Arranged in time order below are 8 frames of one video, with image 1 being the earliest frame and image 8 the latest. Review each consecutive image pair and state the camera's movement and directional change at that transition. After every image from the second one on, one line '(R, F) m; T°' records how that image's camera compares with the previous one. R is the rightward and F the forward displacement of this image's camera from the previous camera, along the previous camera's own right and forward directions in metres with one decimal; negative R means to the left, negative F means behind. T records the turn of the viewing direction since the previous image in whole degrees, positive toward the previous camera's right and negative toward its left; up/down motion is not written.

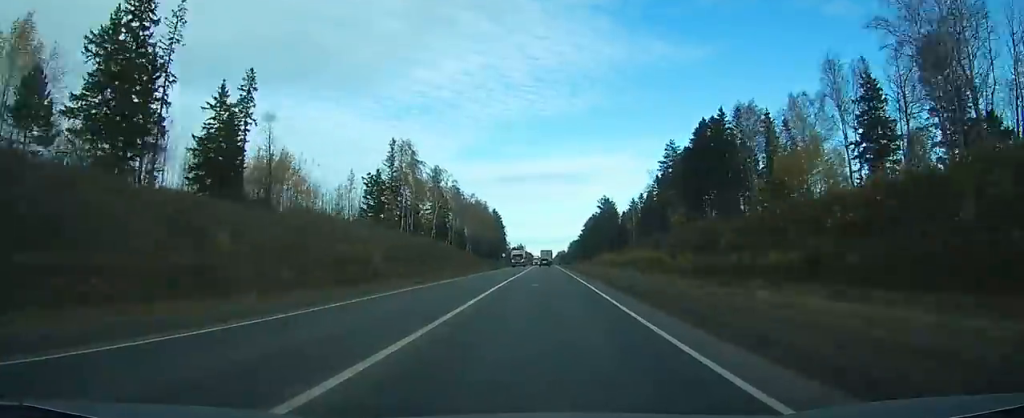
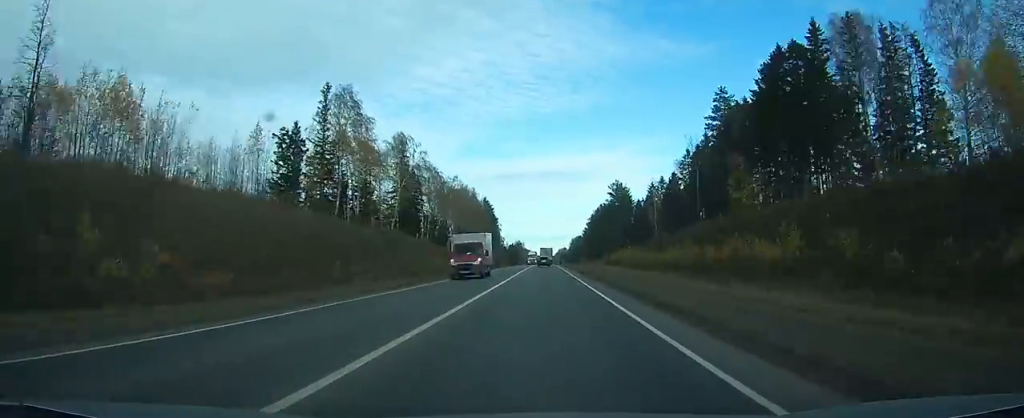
(+0.1, +35.8) m; 0°
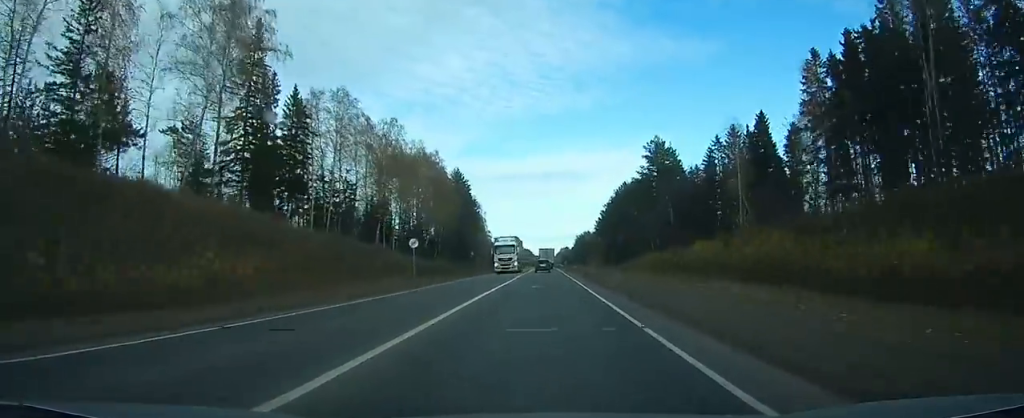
(-0.1, +62.7) m; 0°
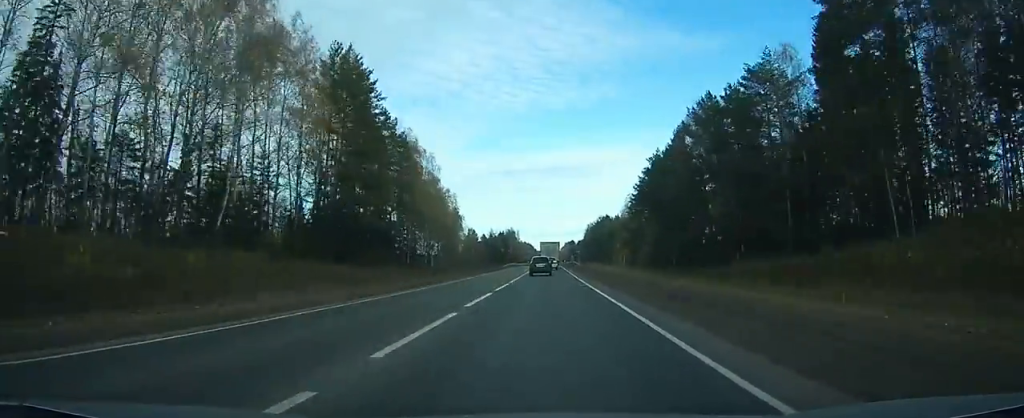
(-0.4, +77.6) m; 0°
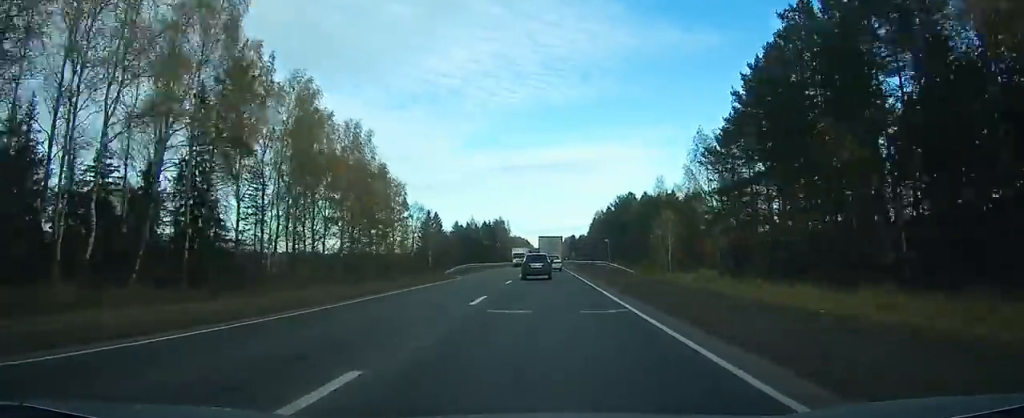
(+0.3, +65.8) m; 0°
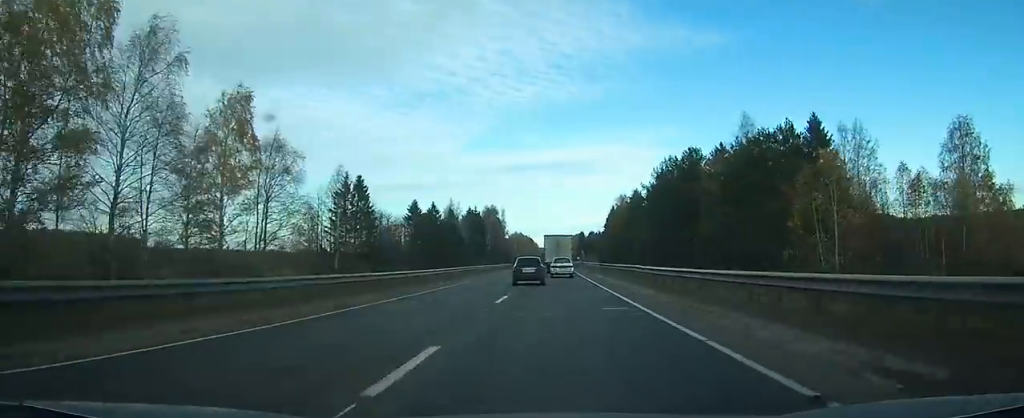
(+0.3, +61.6) m; 0°
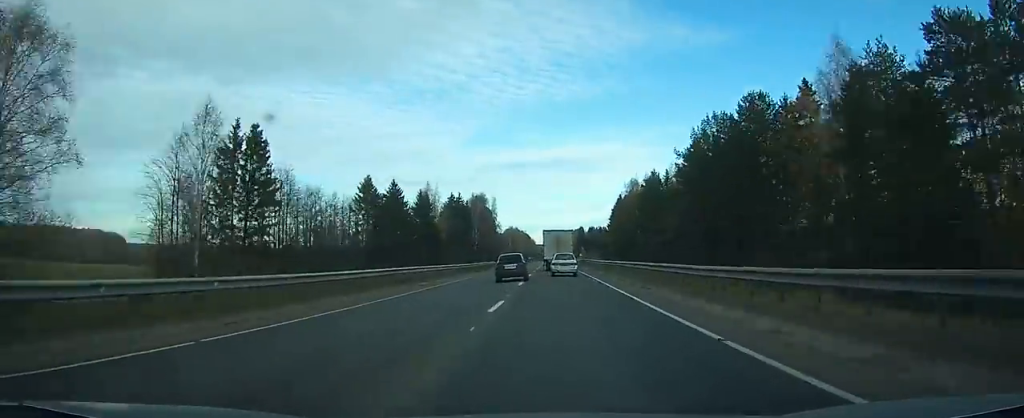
(0.0, +28.7) m; 0°
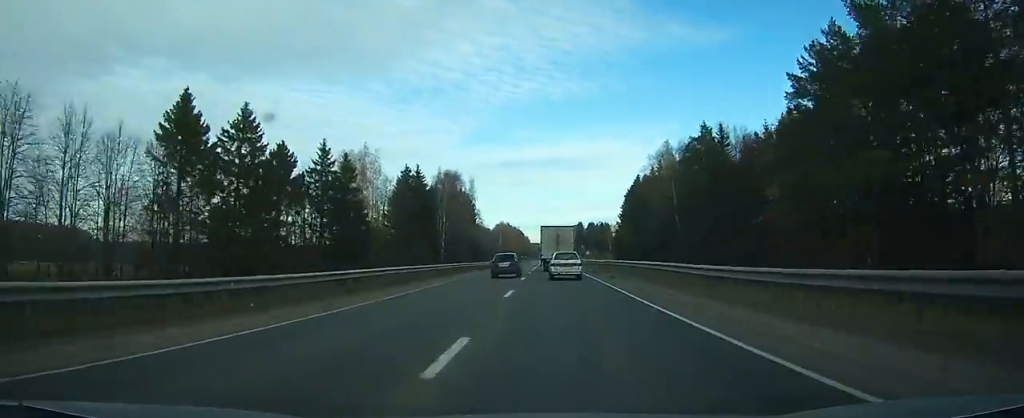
(-0.1, +43.5) m; 0°
